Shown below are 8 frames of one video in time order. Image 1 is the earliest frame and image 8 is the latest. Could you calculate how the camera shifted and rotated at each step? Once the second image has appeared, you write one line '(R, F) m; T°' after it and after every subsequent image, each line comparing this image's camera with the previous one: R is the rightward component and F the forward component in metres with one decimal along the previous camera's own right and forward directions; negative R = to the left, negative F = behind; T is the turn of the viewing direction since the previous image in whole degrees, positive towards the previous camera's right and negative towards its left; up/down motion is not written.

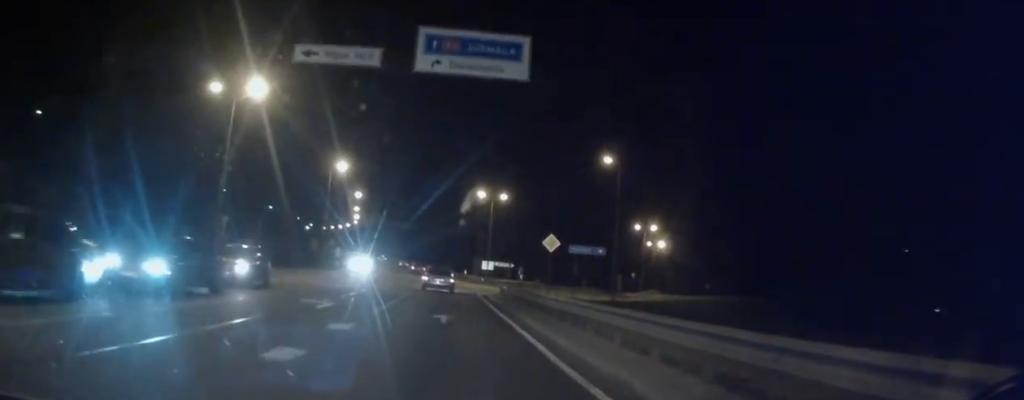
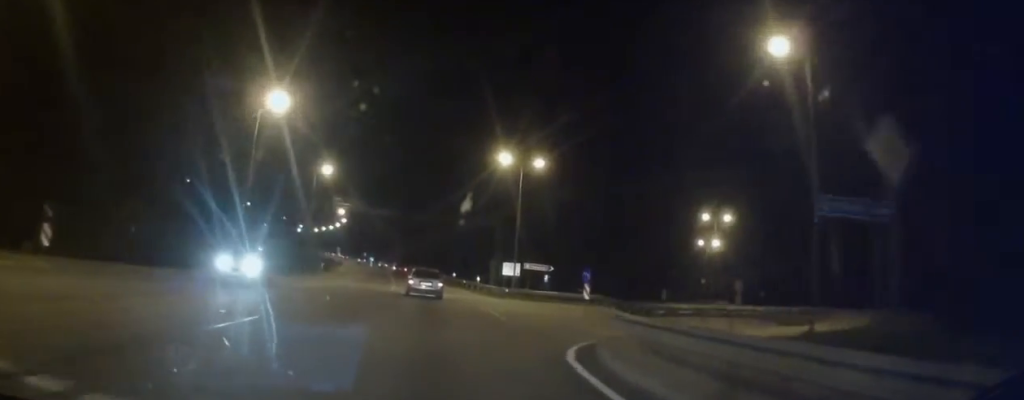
(-0.8, +24.6) m; -2°
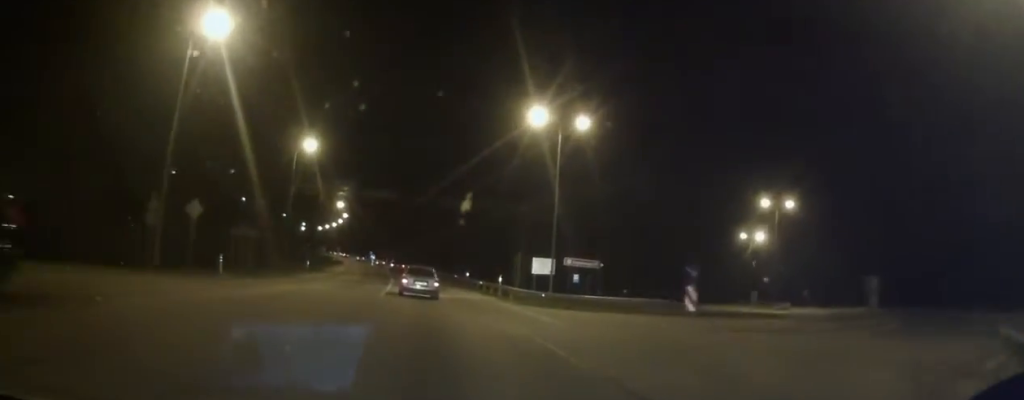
(0.0, +11.9) m; 0°
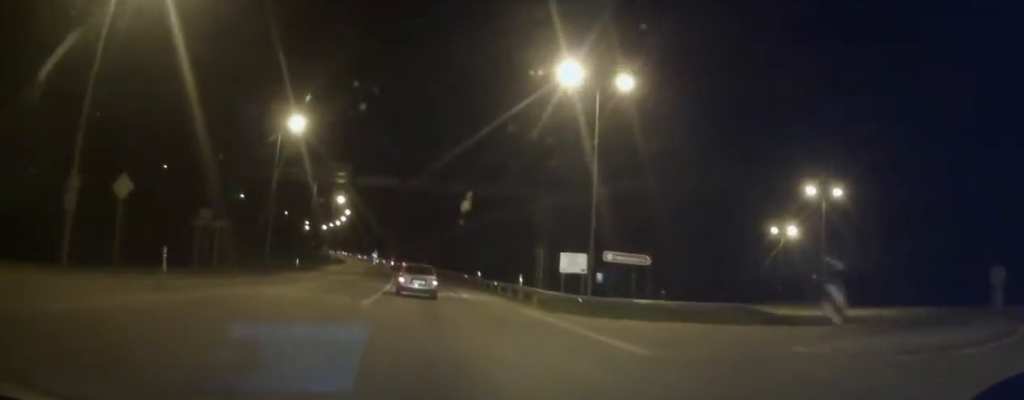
(+0.1, +7.2) m; 0°
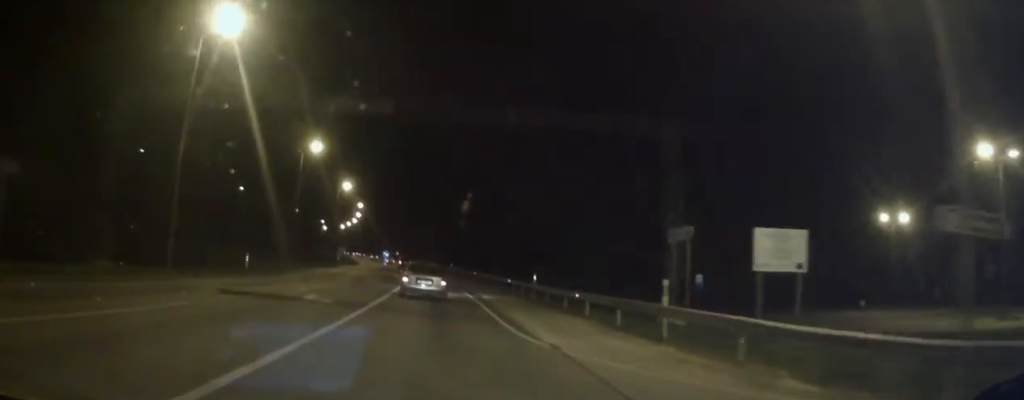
(-0.2, +20.0) m; -1°
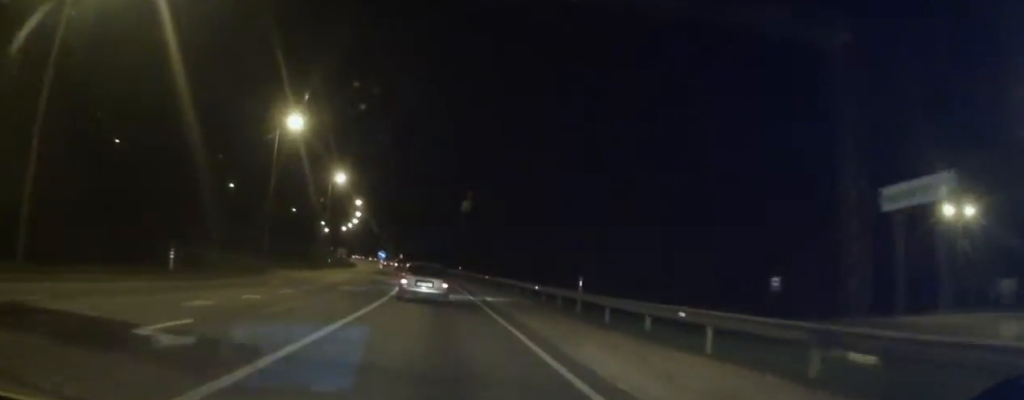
(0.0, +10.7) m; -2°
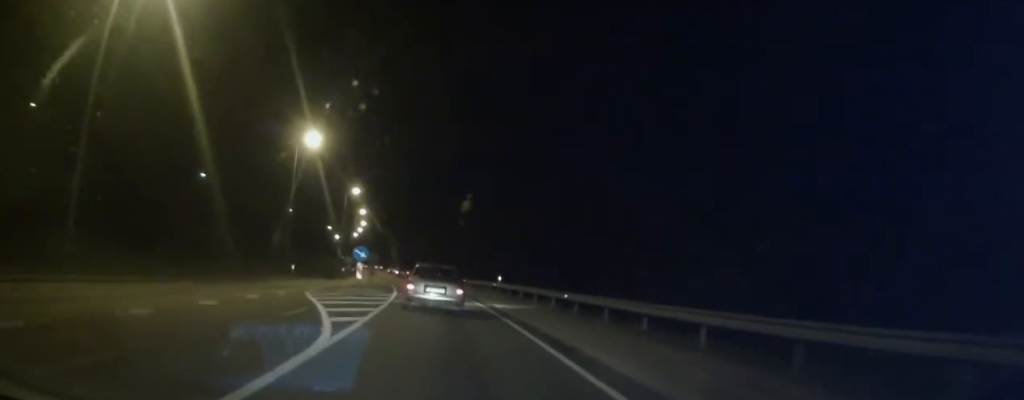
(-1.1, +27.5) m; -3°
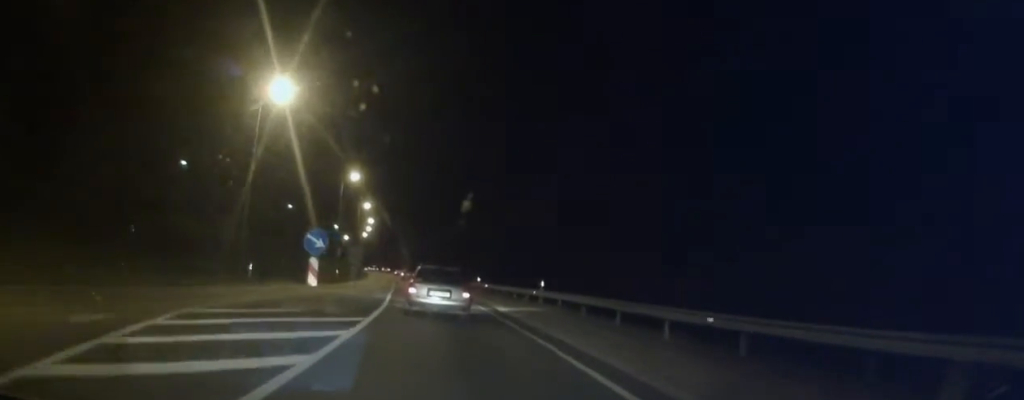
(+0.2, +14.0) m; 0°
